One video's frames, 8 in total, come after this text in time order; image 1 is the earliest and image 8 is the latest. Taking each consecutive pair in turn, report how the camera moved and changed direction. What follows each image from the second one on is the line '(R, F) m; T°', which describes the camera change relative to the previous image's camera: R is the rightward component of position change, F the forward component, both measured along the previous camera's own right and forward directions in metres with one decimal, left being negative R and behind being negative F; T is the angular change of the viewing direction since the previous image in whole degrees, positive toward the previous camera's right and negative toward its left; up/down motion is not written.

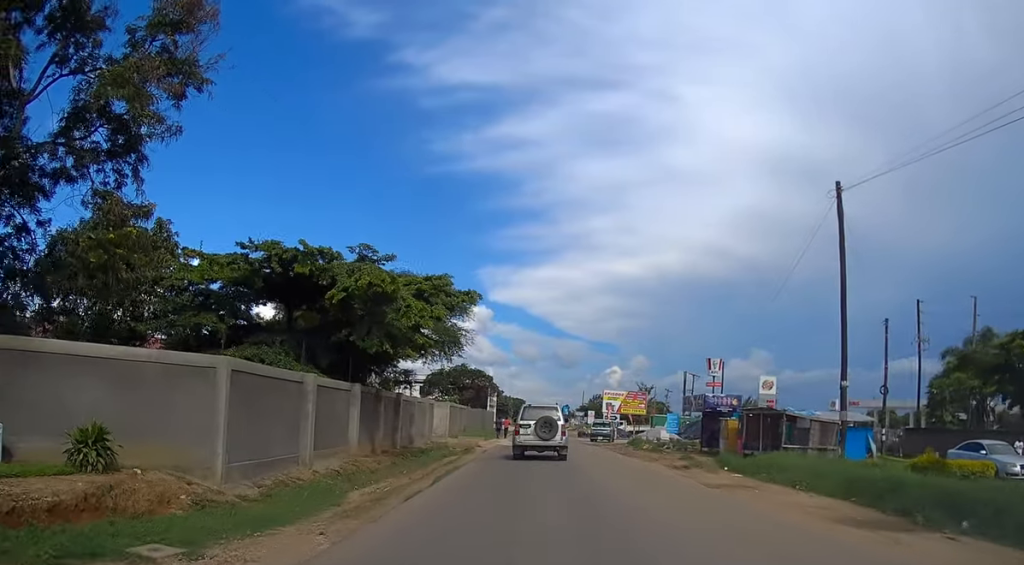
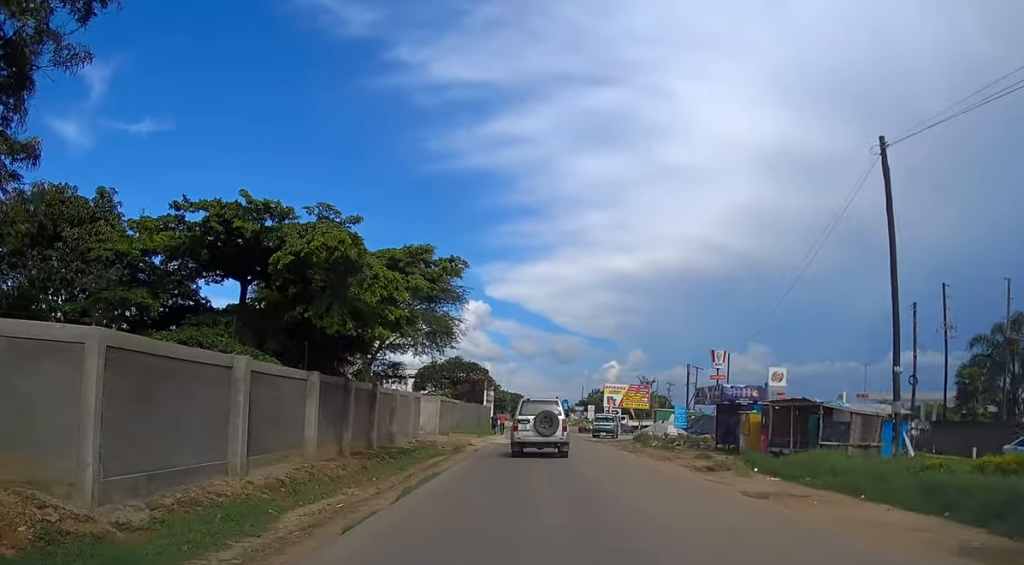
(0.0, +3.9) m; 0°
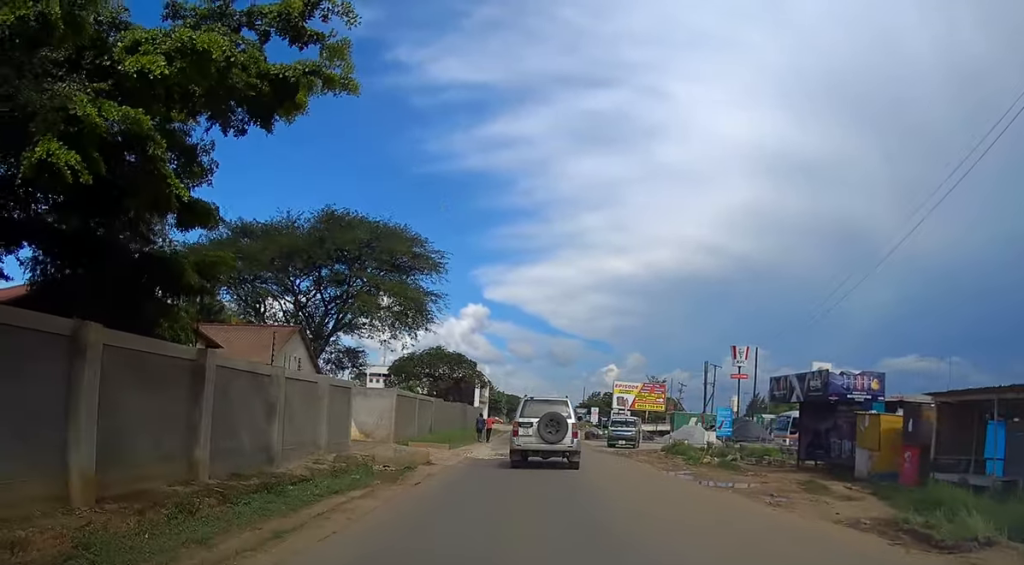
(+0.1, +13.1) m; +1°
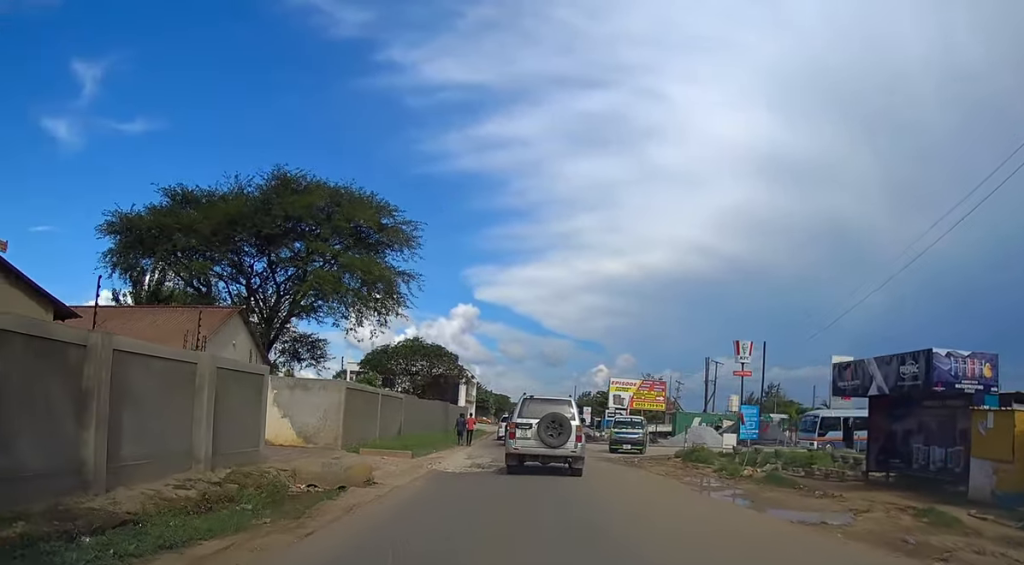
(+0.1, +6.8) m; +1°
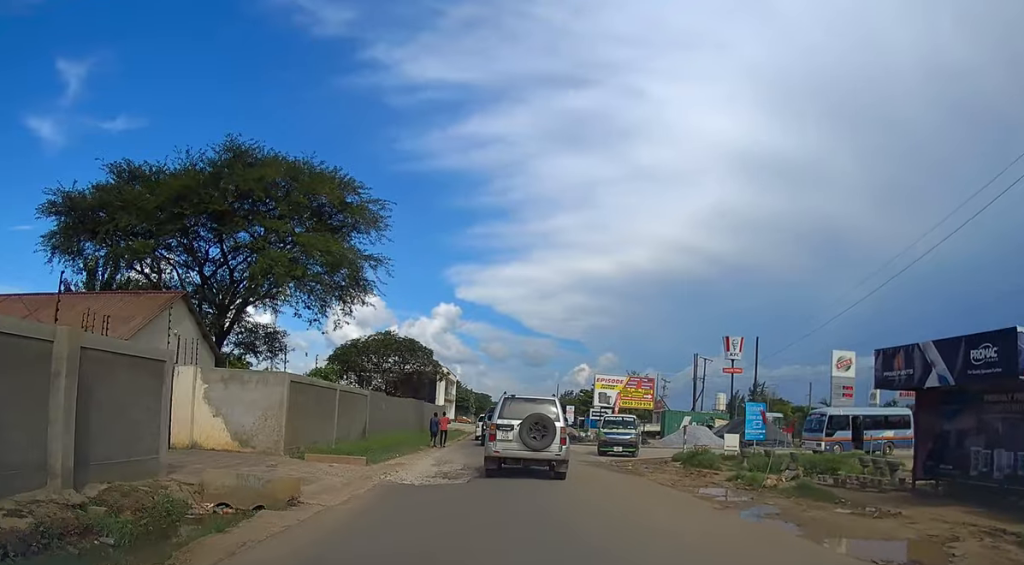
(0.0, +3.8) m; +1°
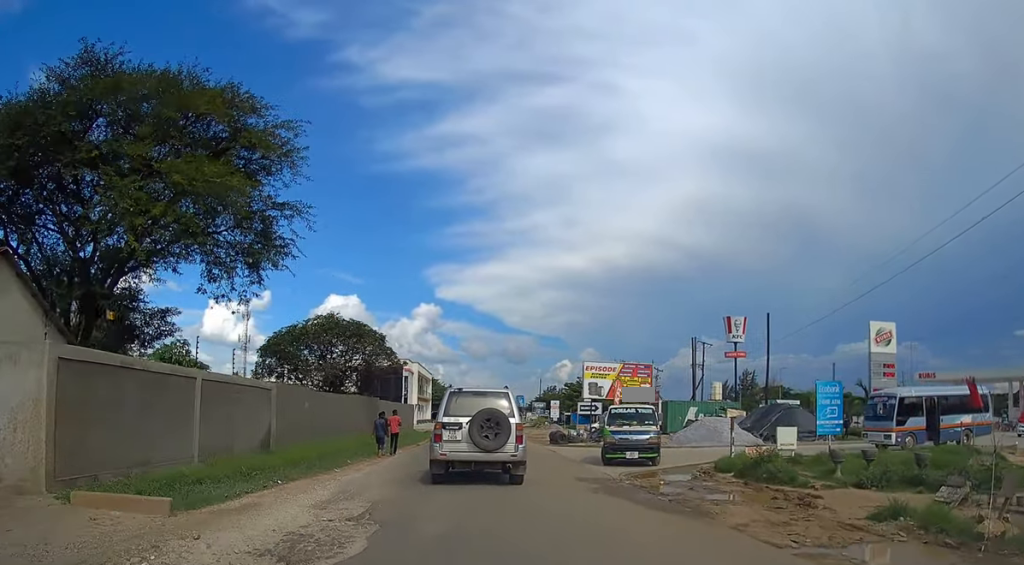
(+0.2, +9.8) m; 0°
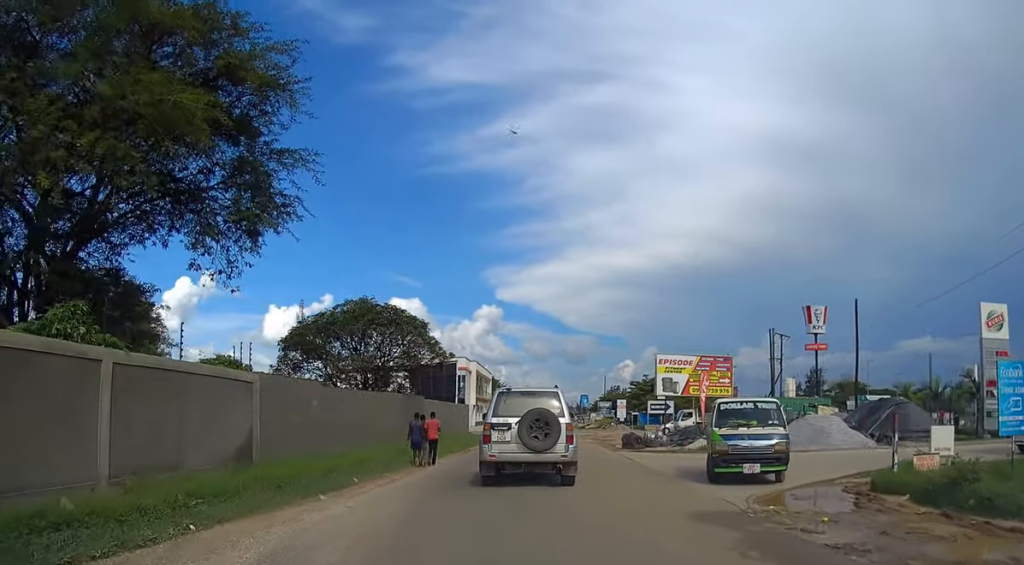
(-0.2, +6.4) m; -4°
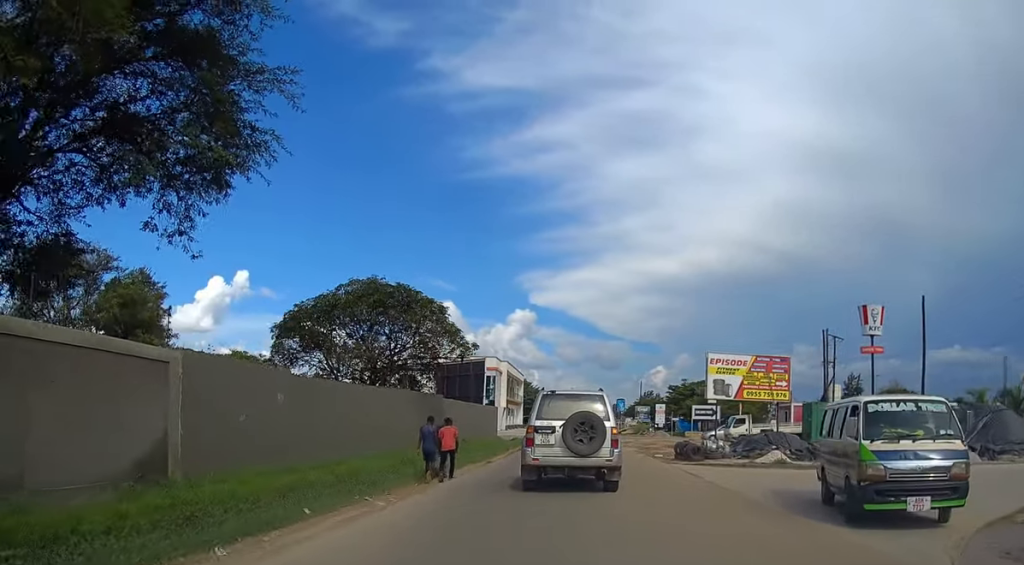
(-0.1, +5.6) m; -3°
